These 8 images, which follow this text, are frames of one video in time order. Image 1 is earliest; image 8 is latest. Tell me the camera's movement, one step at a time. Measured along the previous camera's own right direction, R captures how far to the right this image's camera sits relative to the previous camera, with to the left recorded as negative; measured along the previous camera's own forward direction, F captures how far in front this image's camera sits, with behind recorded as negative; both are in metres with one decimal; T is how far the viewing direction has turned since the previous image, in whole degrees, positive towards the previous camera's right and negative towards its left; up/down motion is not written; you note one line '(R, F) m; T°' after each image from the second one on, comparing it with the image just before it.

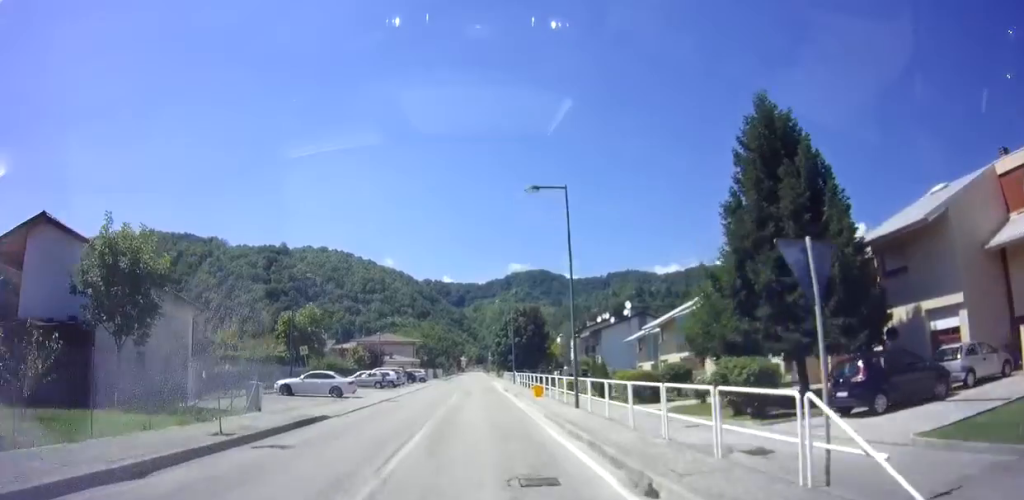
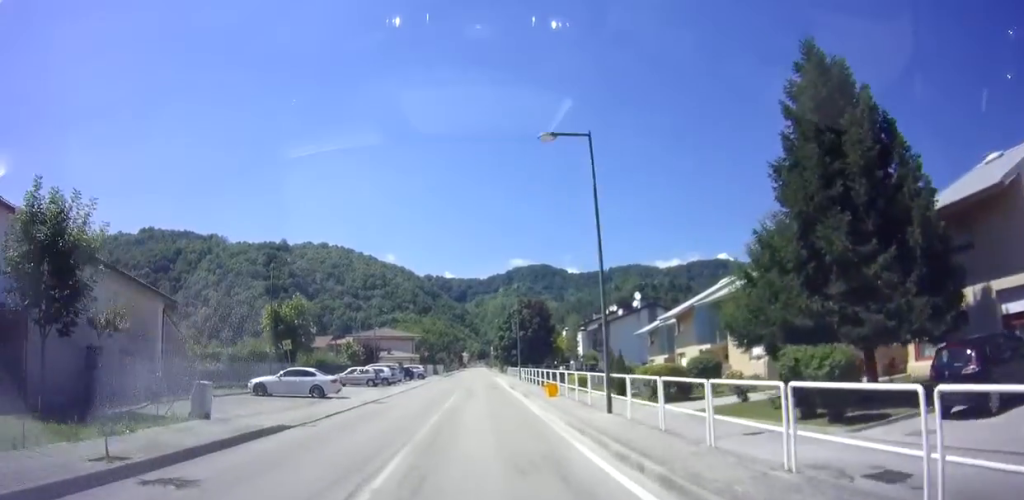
(0.0, +4.2) m; 0°
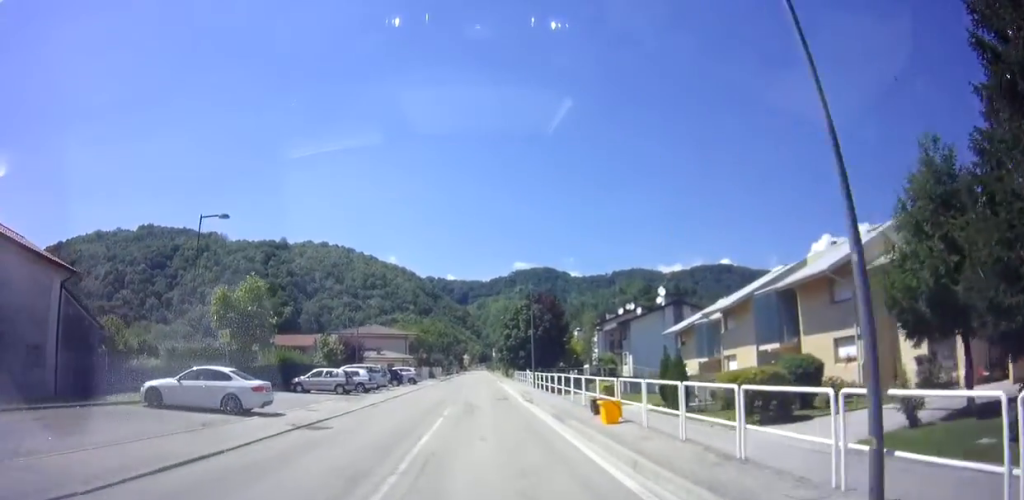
(0.0, +9.1) m; 0°
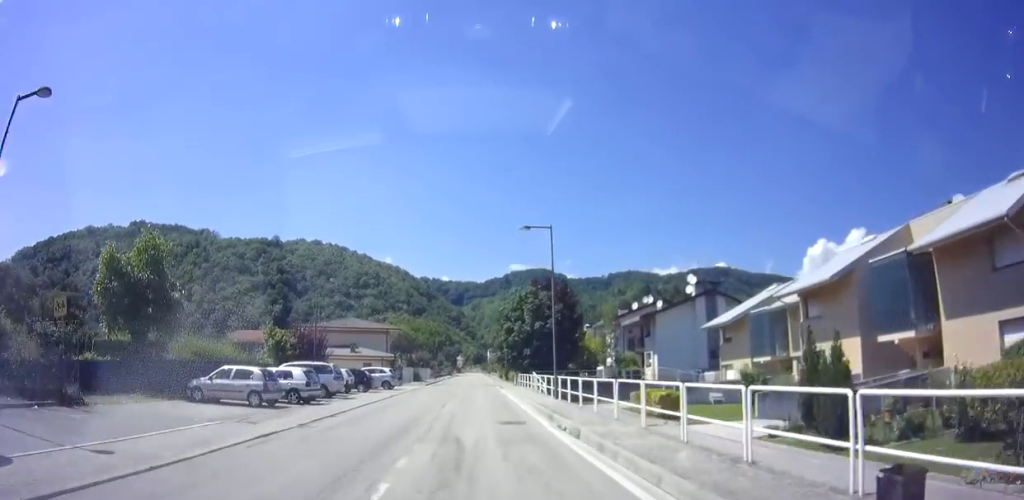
(0.0, +11.1) m; +1°
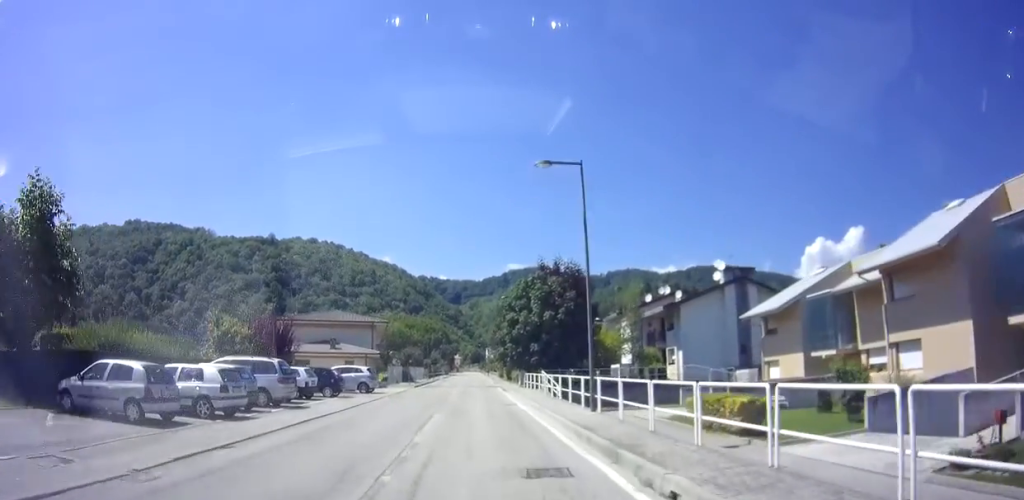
(+0.2, +7.2) m; 0°
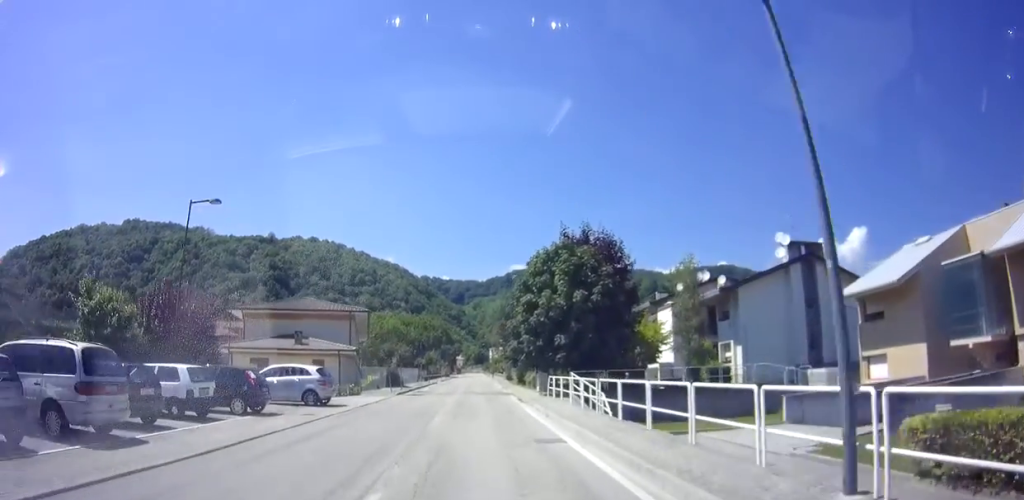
(-0.3, +10.7) m; 0°
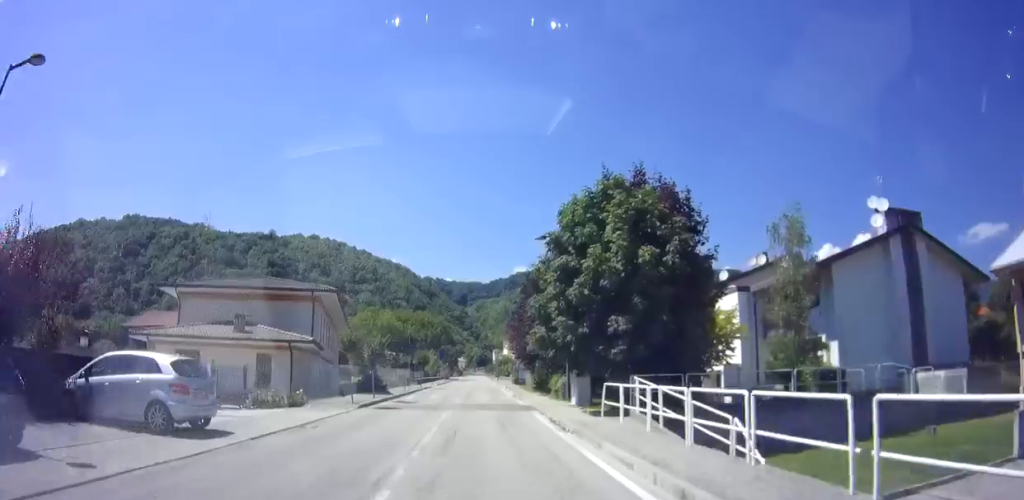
(+0.2, +10.6) m; -1°
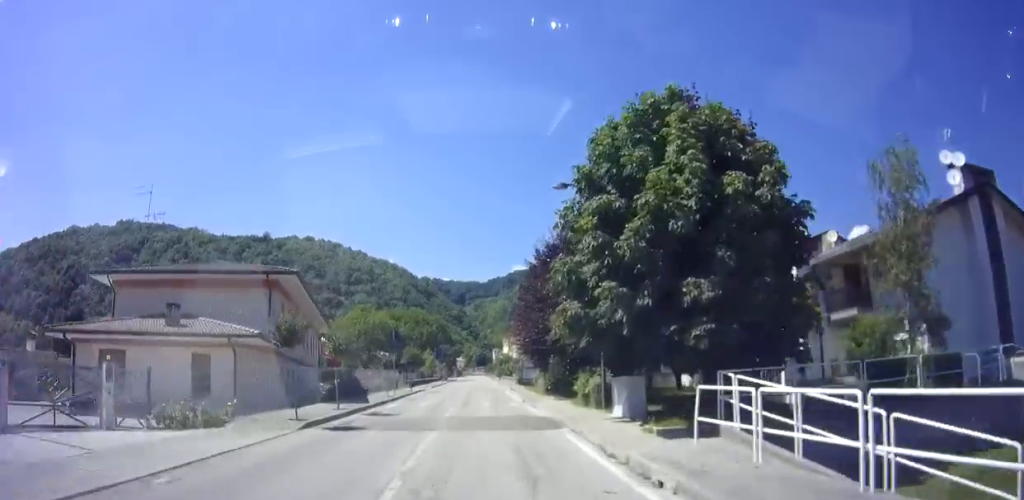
(-0.2, +6.7) m; 0°
